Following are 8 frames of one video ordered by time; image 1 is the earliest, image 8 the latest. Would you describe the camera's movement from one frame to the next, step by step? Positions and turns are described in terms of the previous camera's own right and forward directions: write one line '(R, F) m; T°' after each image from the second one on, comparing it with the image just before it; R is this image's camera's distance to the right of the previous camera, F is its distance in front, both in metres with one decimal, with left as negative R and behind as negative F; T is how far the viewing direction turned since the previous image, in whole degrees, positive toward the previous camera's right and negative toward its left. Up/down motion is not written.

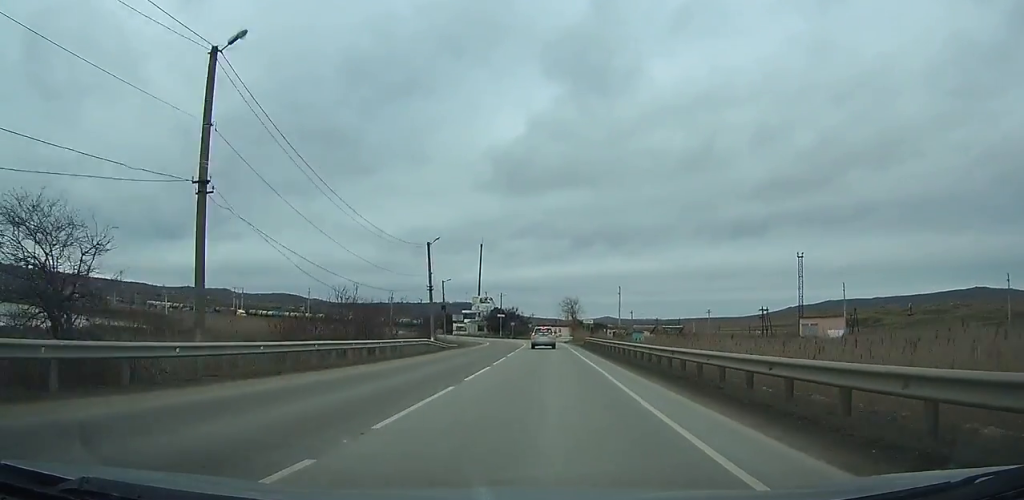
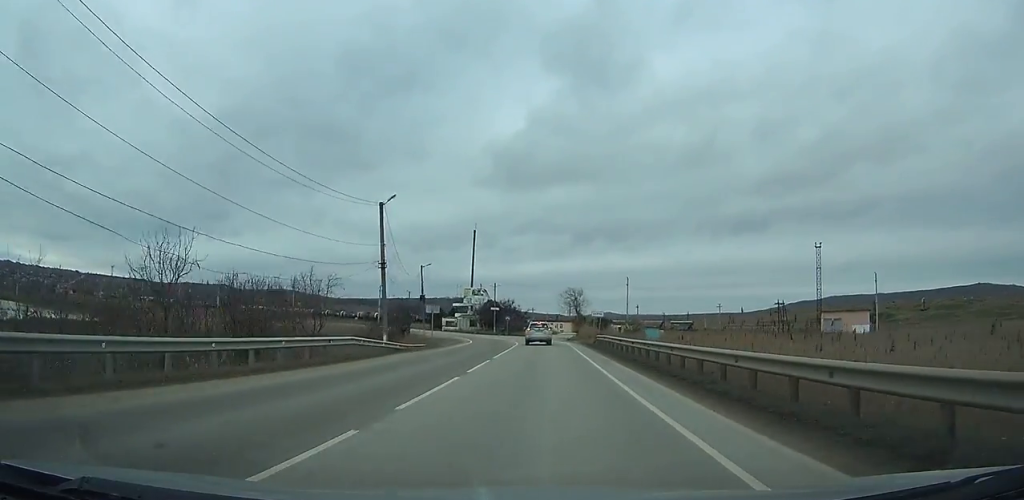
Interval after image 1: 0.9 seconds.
(0.0, +14.0) m; -1°
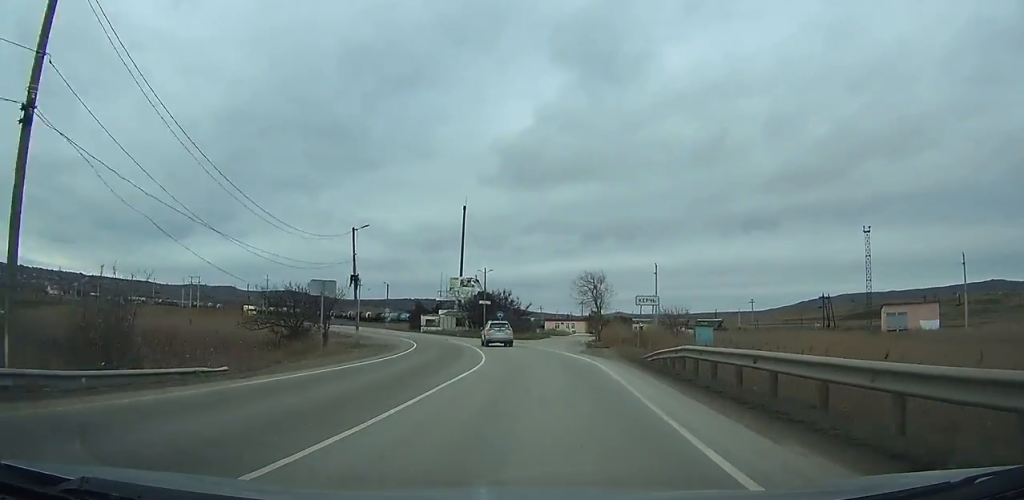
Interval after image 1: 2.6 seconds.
(-0.1, +26.8) m; -3°
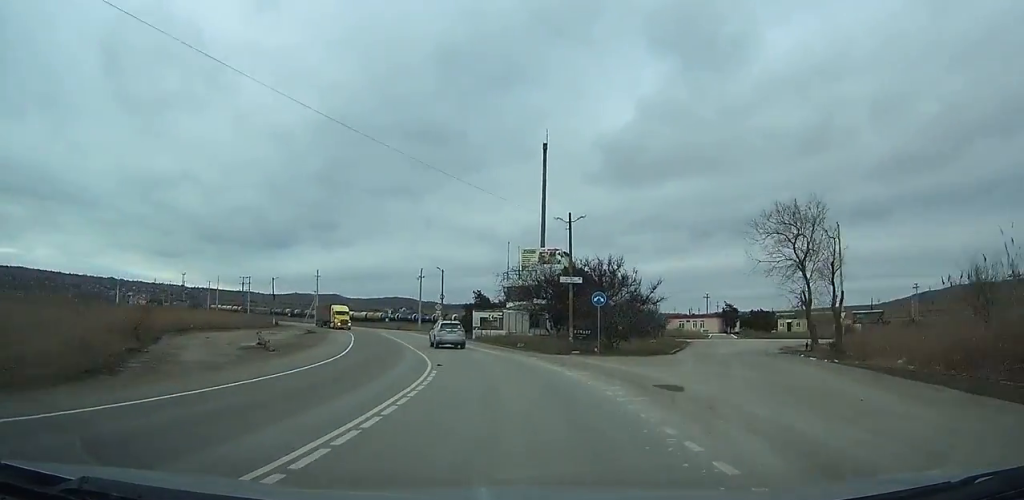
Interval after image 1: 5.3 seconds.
(-3.8, +39.1) m; -12°
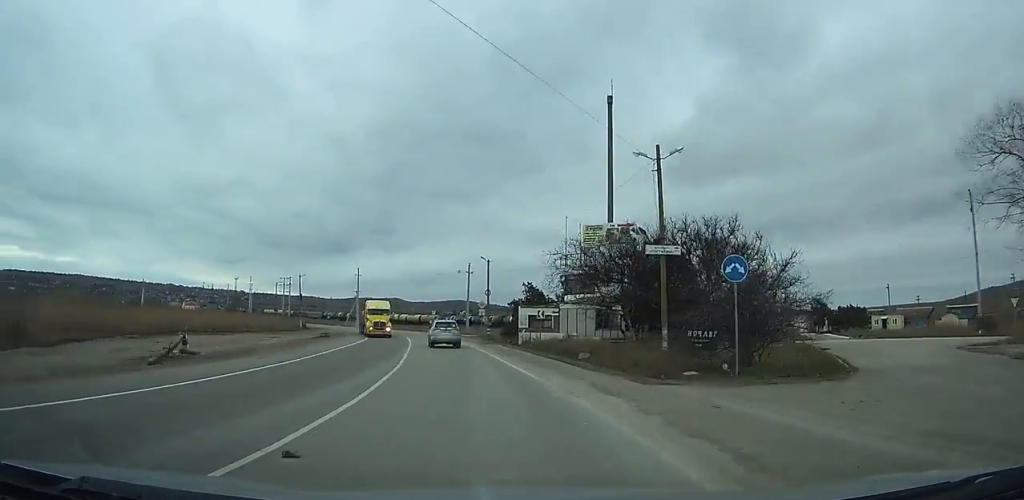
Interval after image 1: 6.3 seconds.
(-0.6, +15.6) m; -6°
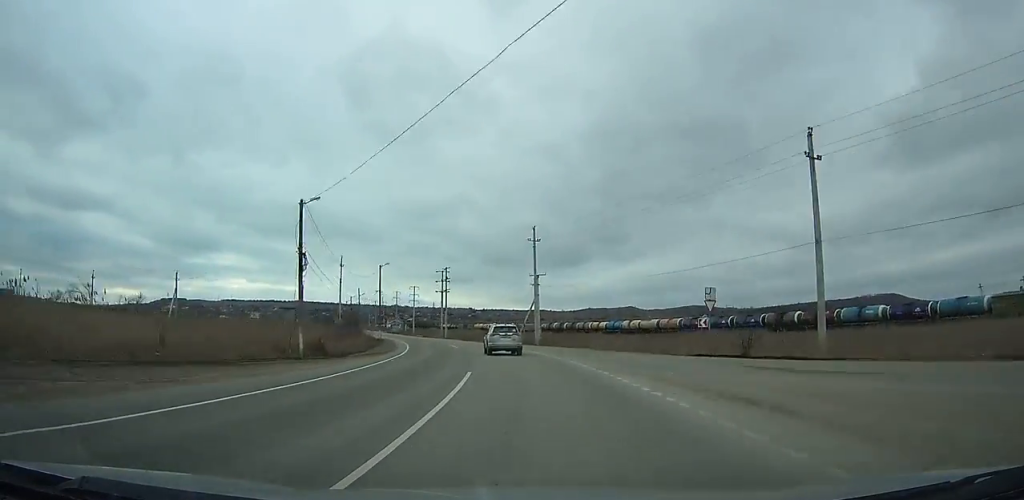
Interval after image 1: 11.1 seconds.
(-14.9, +70.0) m; -22°
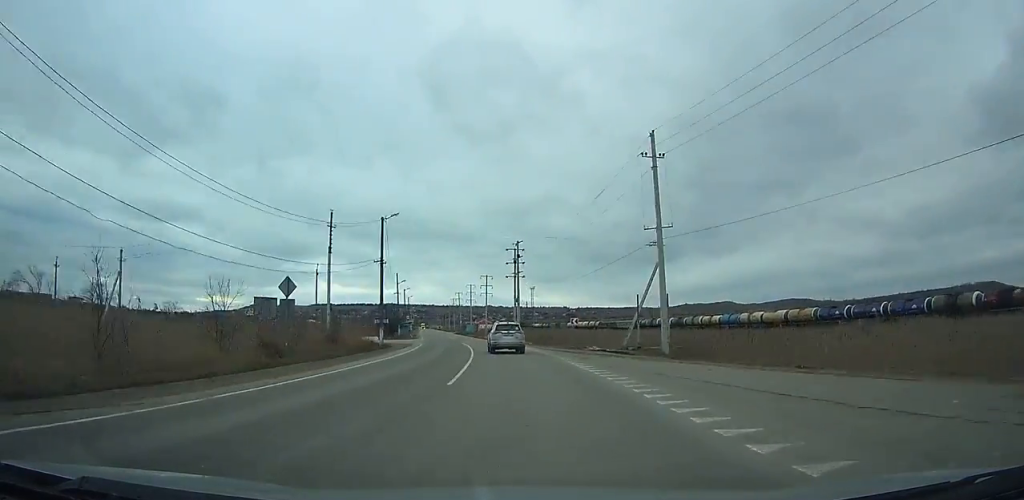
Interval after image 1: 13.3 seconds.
(-2.6, +33.7) m; -8°
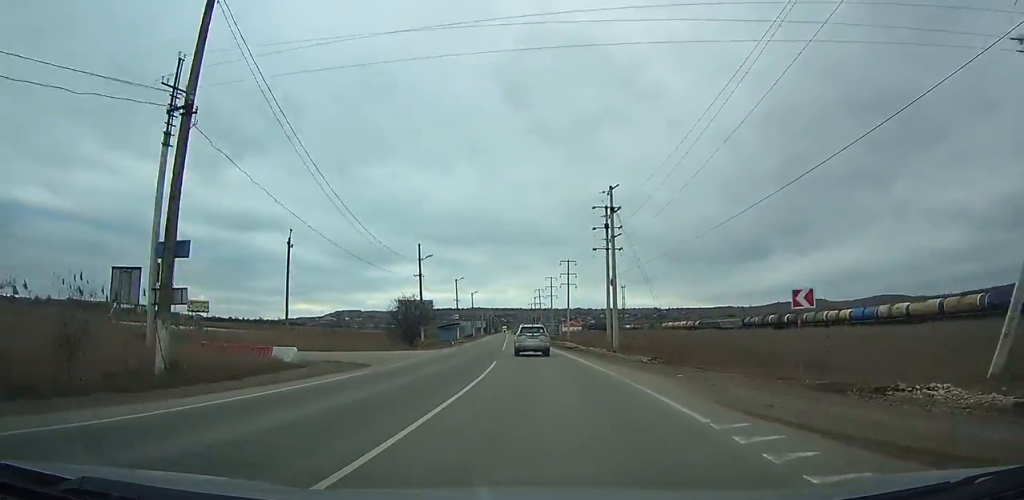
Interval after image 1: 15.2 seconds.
(-1.7, +31.6) m; -5°
